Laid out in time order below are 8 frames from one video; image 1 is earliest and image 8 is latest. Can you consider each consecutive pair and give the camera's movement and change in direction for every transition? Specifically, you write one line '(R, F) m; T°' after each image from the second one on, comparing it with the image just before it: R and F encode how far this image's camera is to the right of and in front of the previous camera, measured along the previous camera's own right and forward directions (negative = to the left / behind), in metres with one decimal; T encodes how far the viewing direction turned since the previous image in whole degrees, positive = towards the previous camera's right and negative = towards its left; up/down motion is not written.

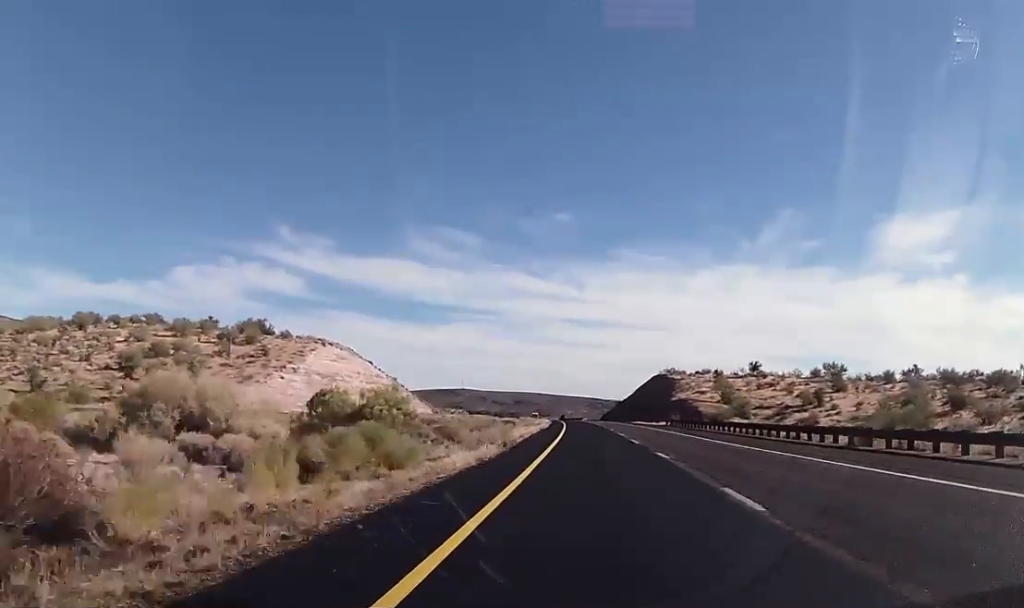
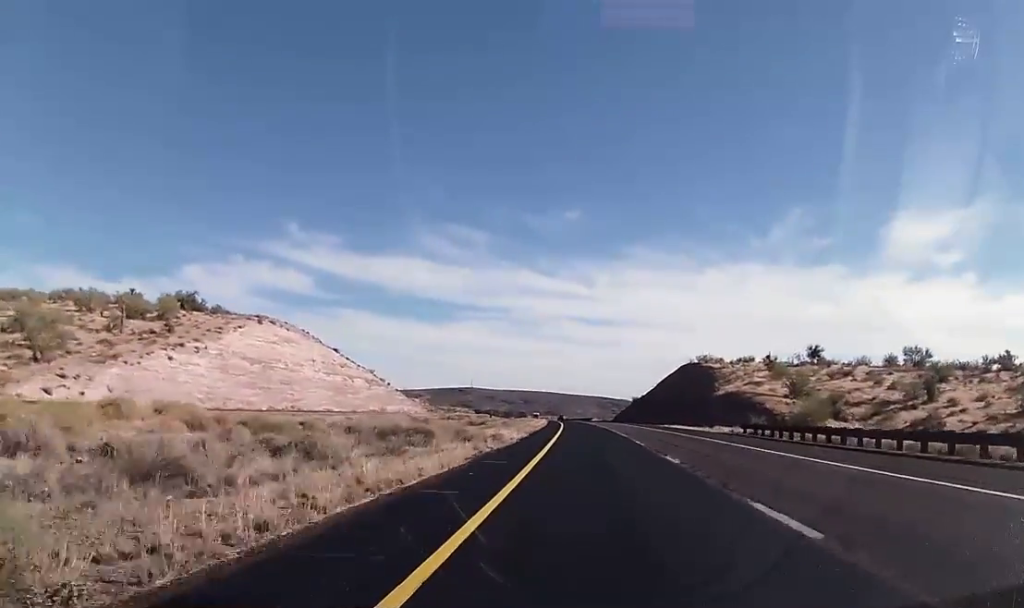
(-0.1, +38.9) m; -1°
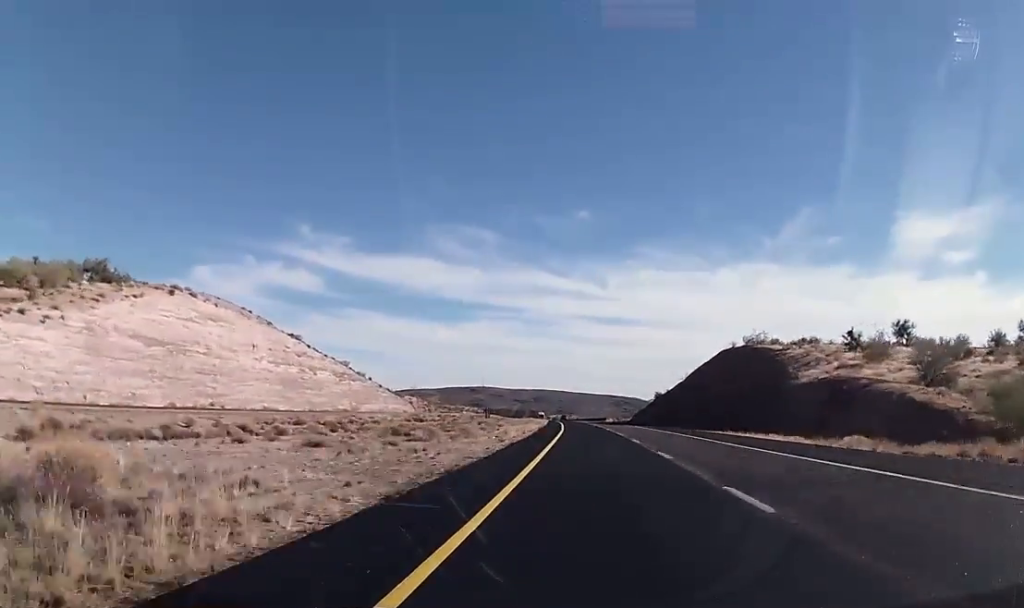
(-0.2, +34.0) m; -1°
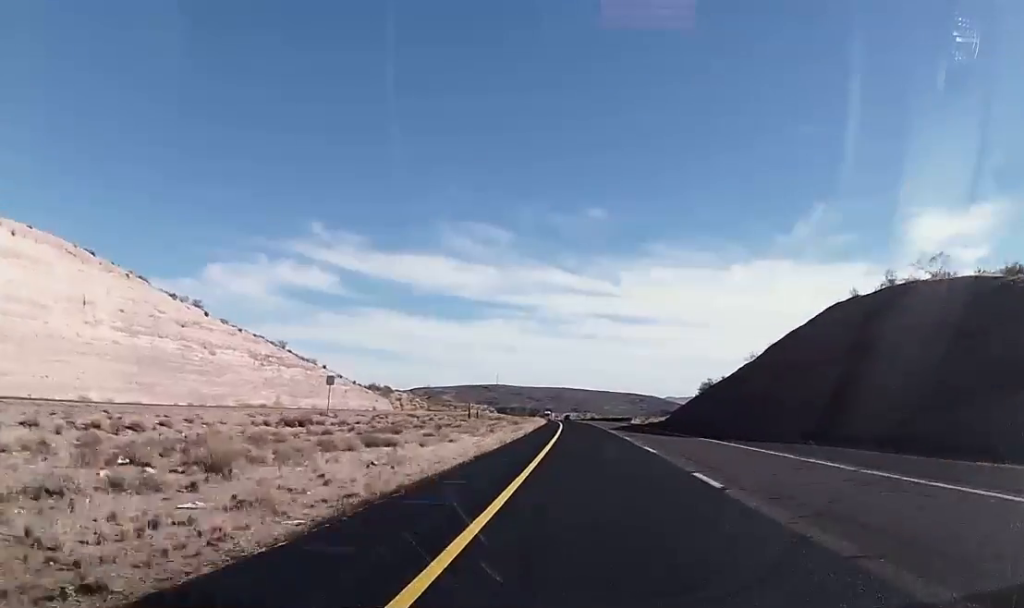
(-0.5, +49.3) m; -1°
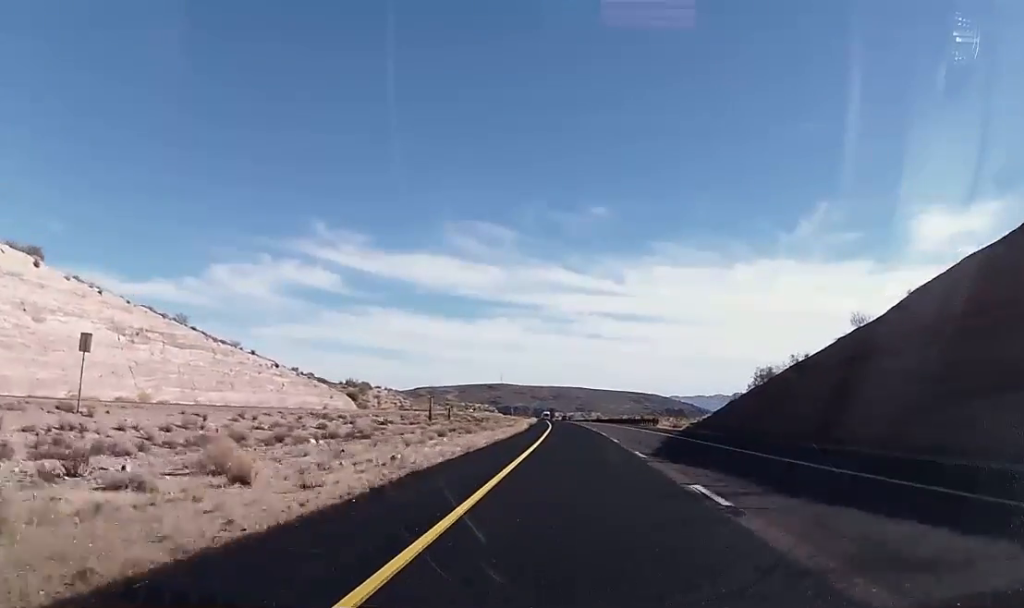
(-0.3, +37.9) m; -1°
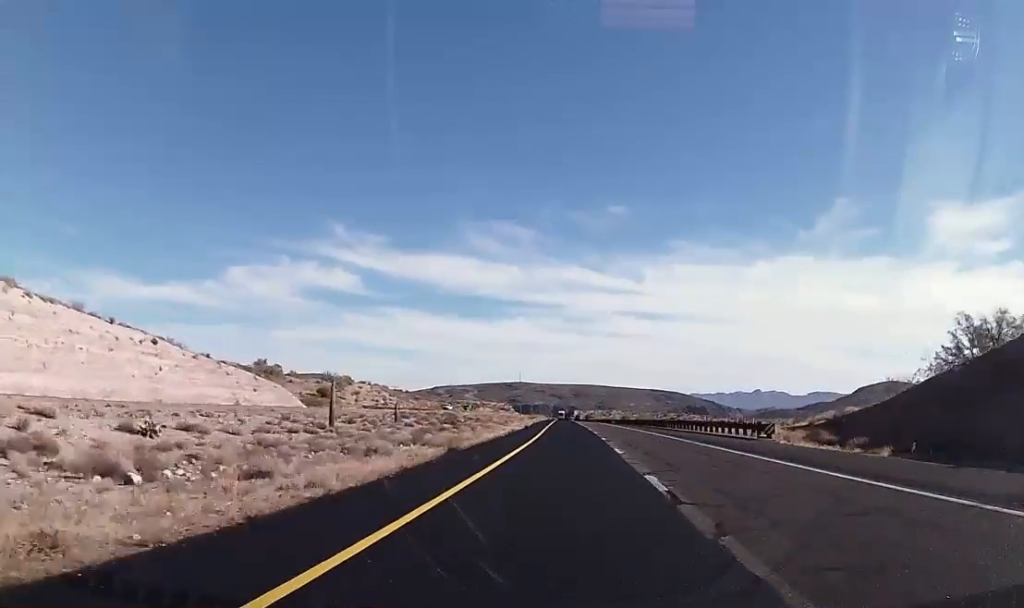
(-0.4, +46.6) m; -1°
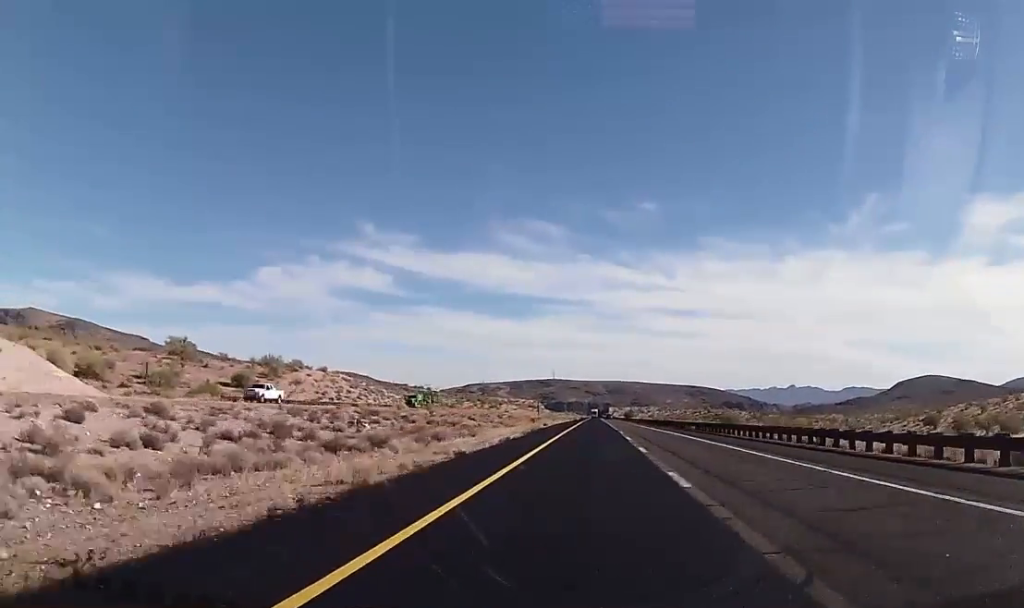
(-1.3, +71.9) m; -3°
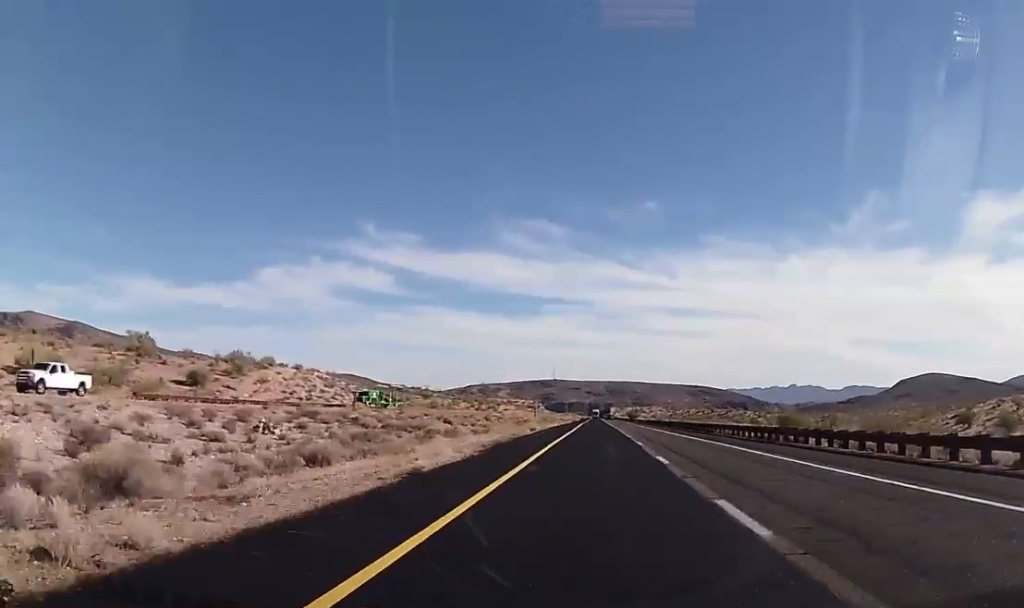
(-0.2, +17.7) m; 0°
